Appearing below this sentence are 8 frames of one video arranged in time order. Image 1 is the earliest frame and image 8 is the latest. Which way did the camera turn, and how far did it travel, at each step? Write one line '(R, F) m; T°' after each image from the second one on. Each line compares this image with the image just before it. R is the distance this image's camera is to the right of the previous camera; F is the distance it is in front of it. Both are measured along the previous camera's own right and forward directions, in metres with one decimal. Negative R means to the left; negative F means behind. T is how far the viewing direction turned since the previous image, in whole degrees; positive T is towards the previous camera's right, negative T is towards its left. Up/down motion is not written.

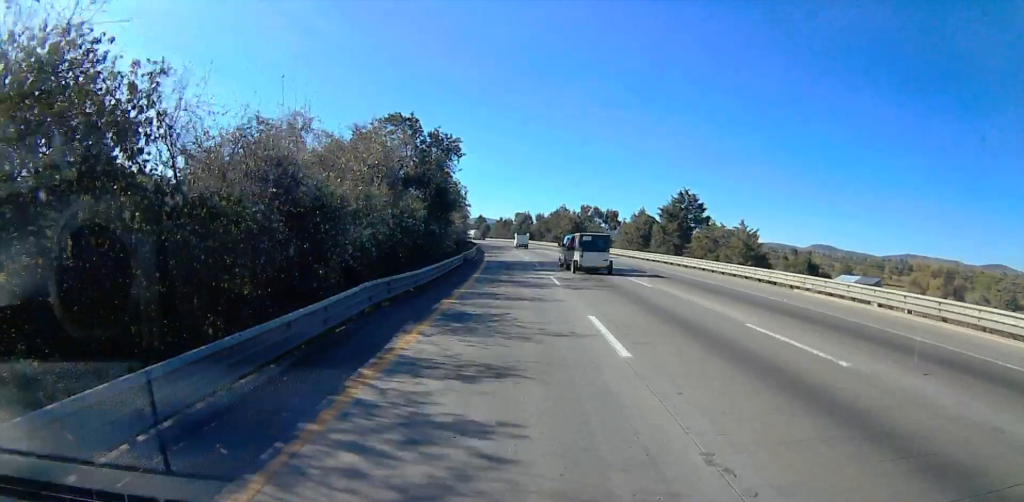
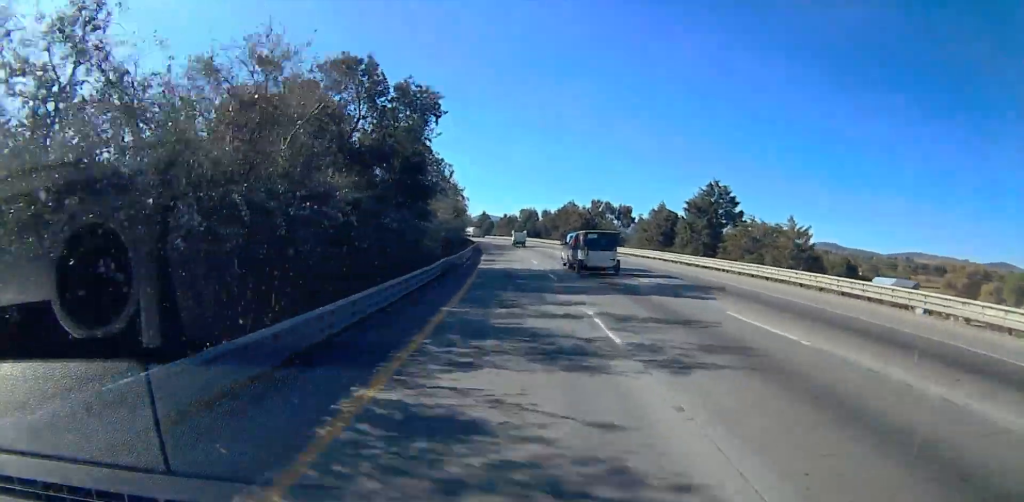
(0.0, +15.5) m; 0°
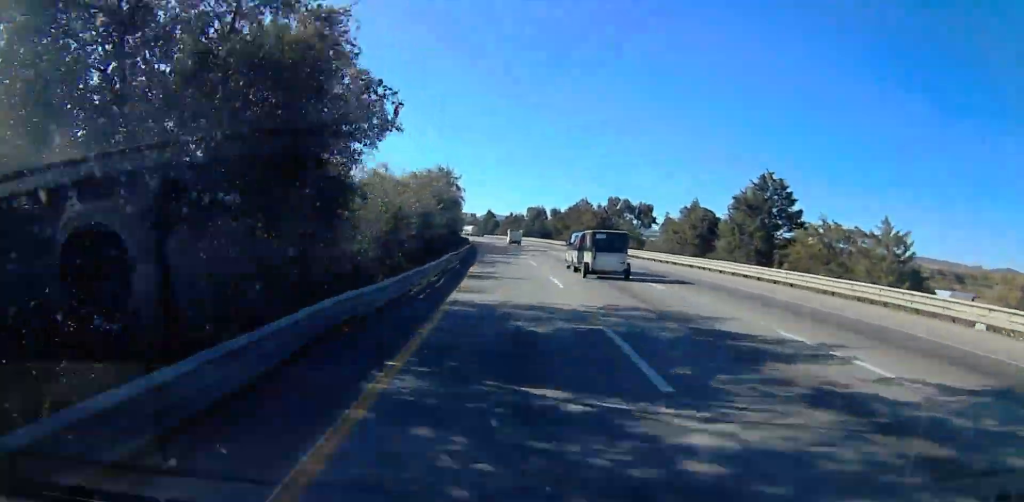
(0.0, +20.0) m; 0°
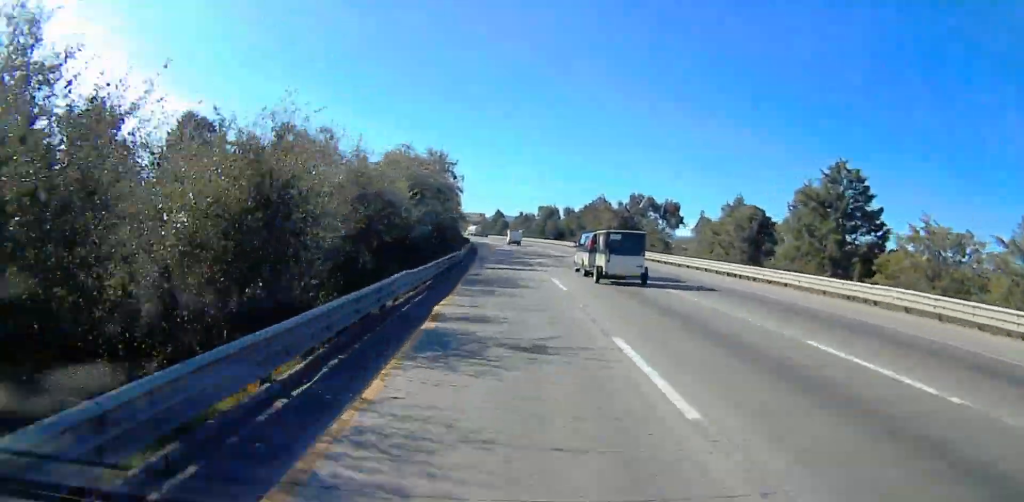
(0.0, +17.8) m; 0°
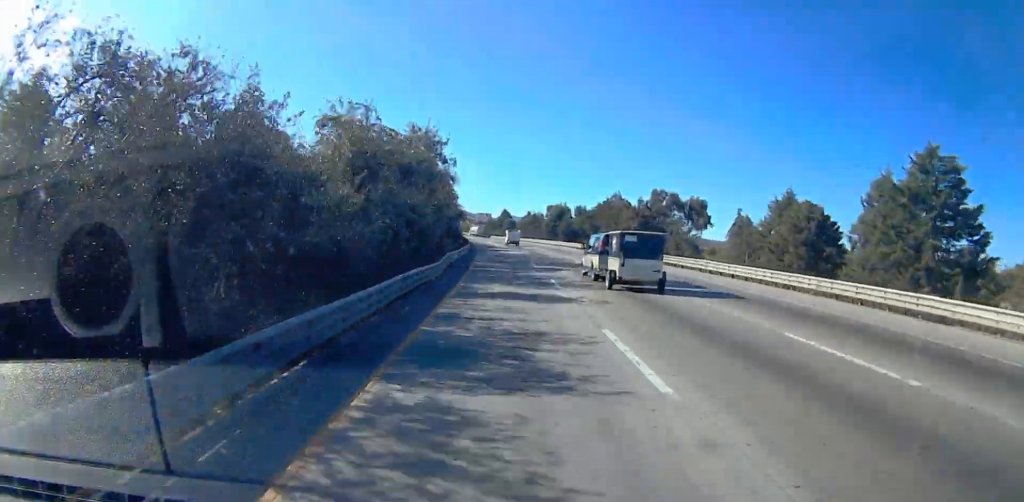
(0.0, +15.6) m; 0°
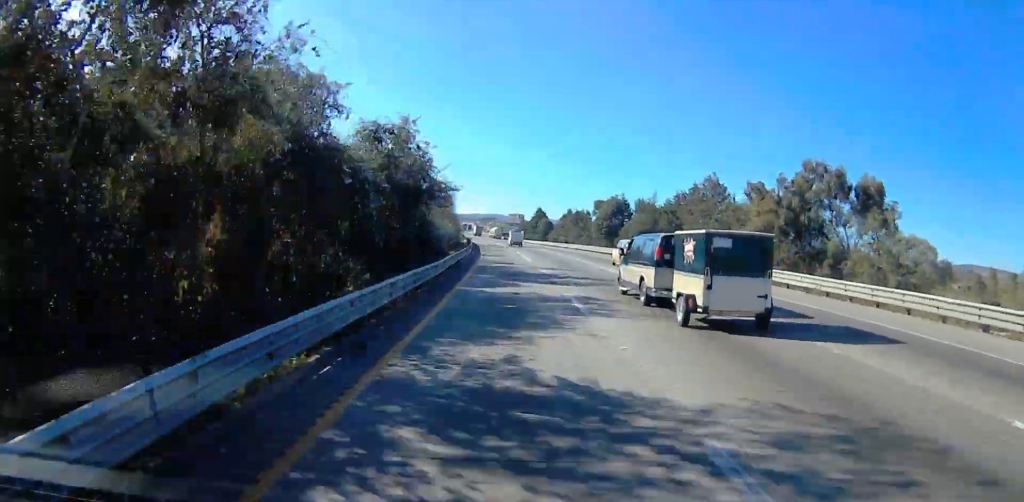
(0.0, +55.9) m; 0°
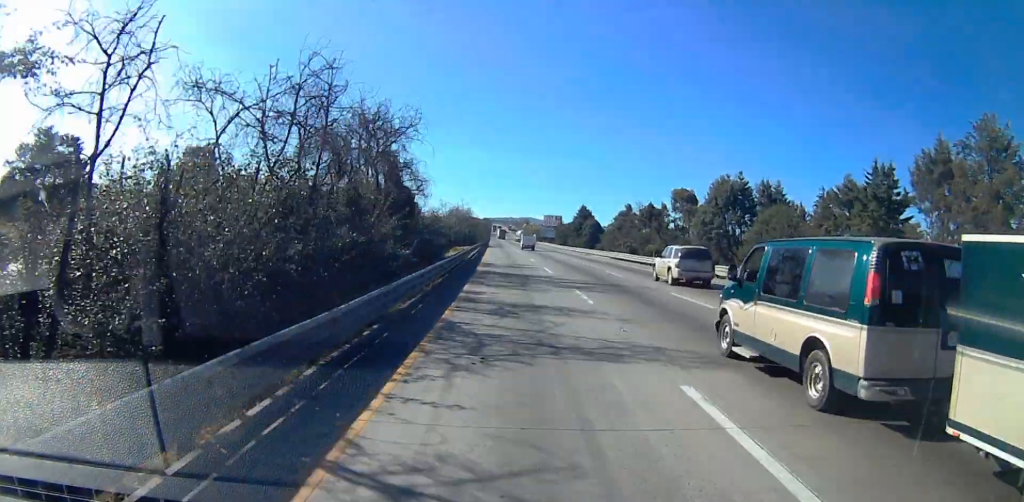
(0.0, +60.6) m; 0°
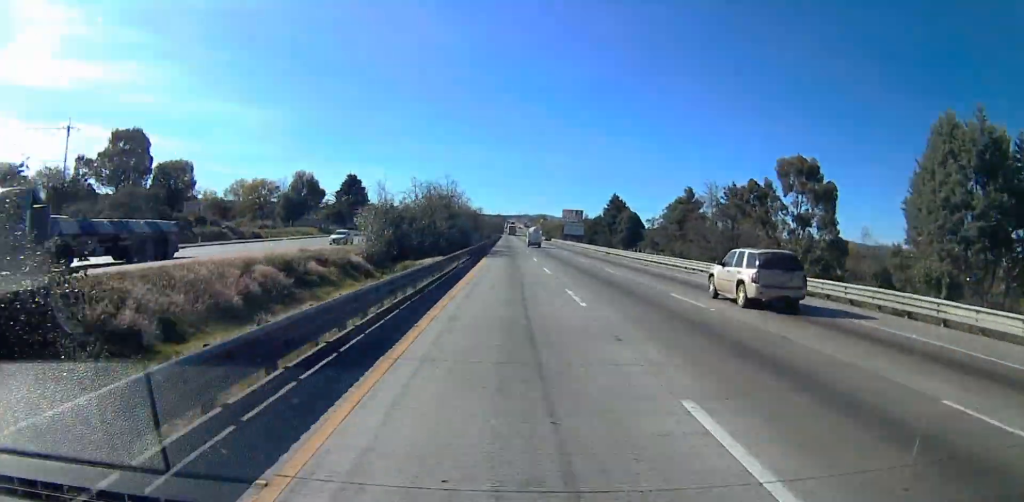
(0.0, +51.6) m; 0°
